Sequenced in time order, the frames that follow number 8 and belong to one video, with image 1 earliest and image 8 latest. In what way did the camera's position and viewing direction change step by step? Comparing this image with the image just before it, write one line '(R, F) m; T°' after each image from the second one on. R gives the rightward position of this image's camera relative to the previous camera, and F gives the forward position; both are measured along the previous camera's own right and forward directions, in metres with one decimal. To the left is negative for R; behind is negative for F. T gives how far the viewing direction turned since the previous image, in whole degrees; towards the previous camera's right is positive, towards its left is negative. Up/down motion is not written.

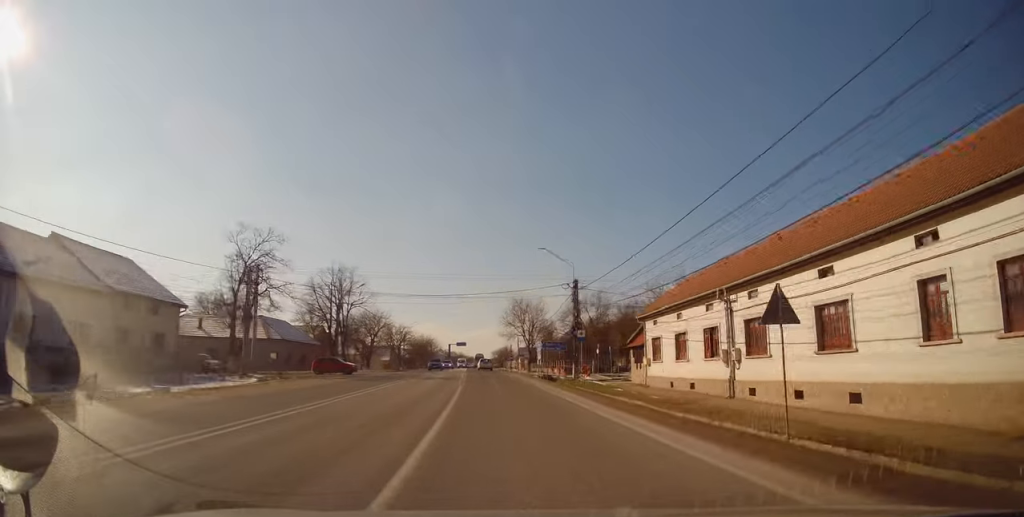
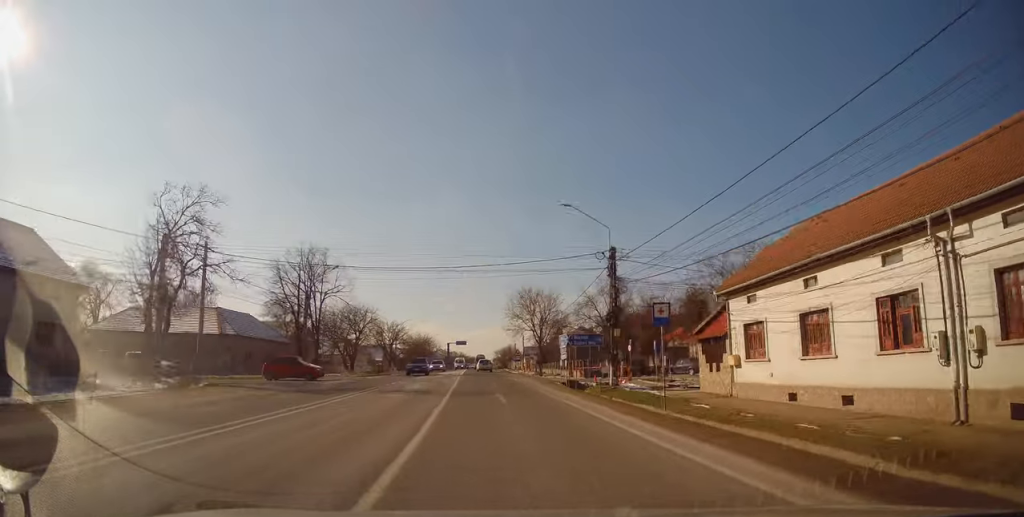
(0.0, +12.5) m; 0°
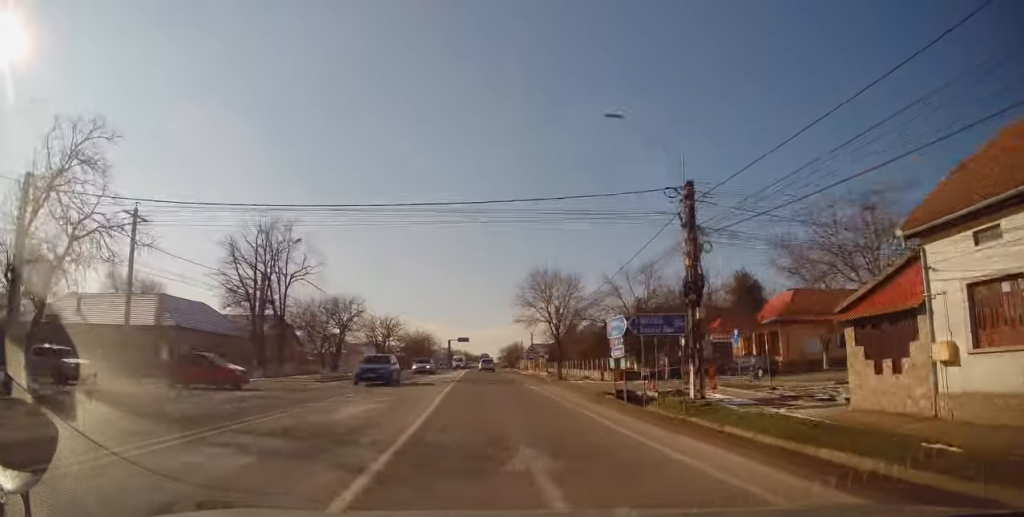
(0.0, +11.8) m; 0°
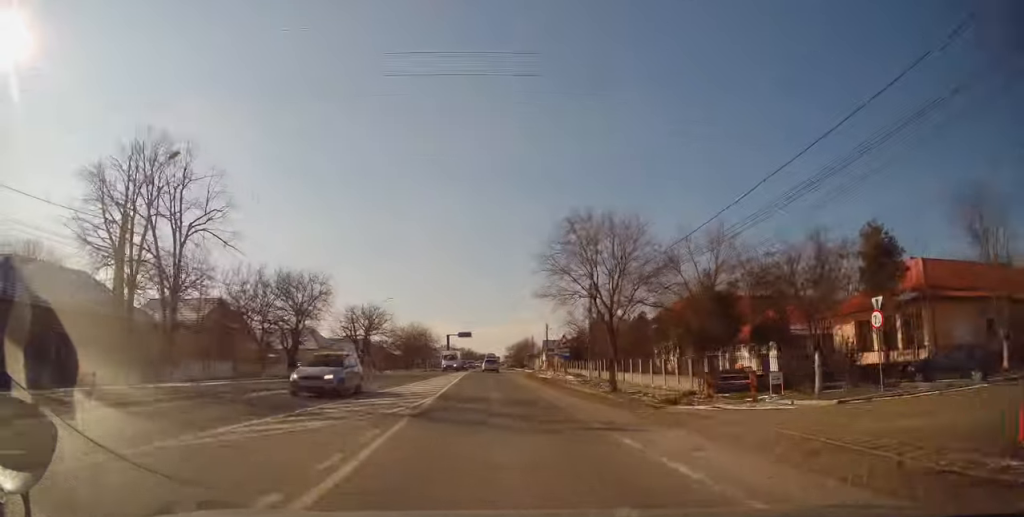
(0.0, +18.7) m; -1°
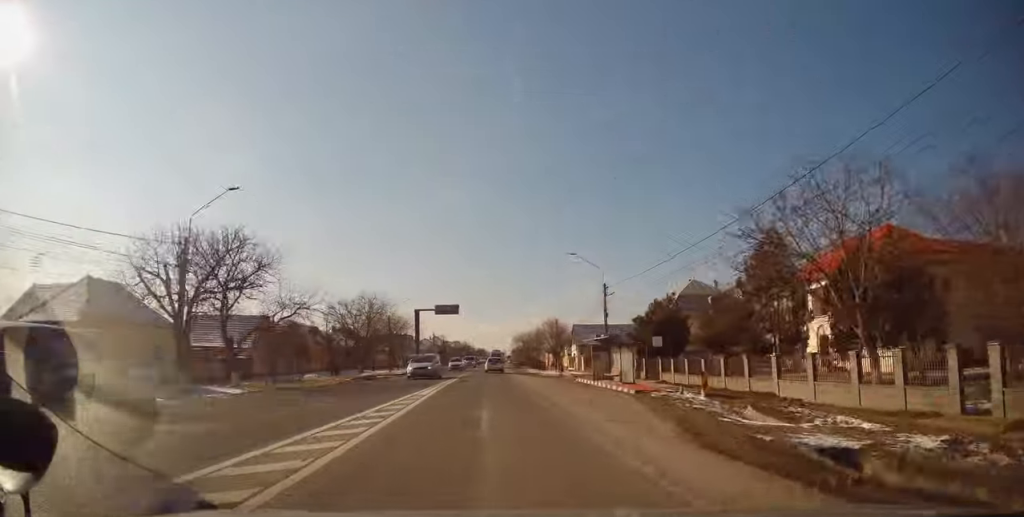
(0.0, +46.5) m; 0°
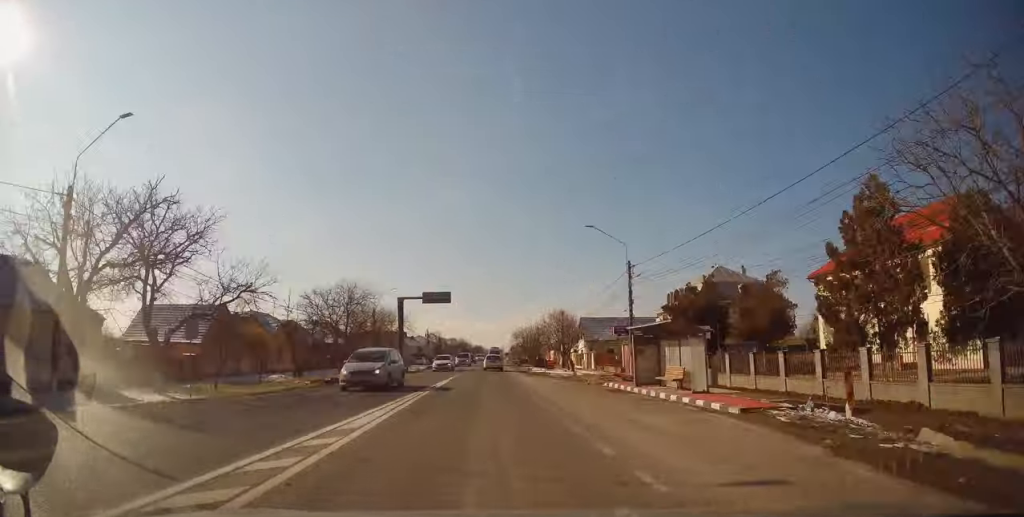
(-0.2, +9.0) m; 0°
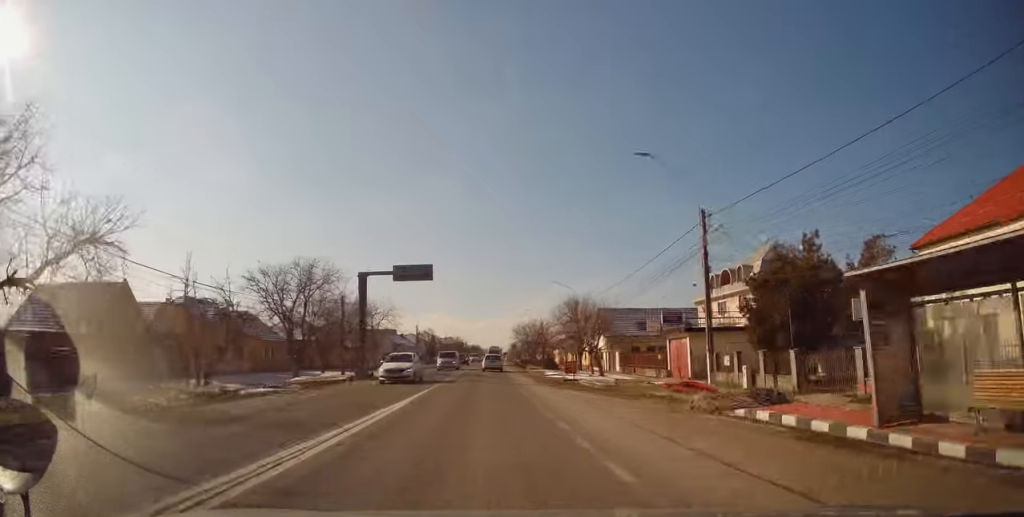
(0.0, +13.8) m; 0°
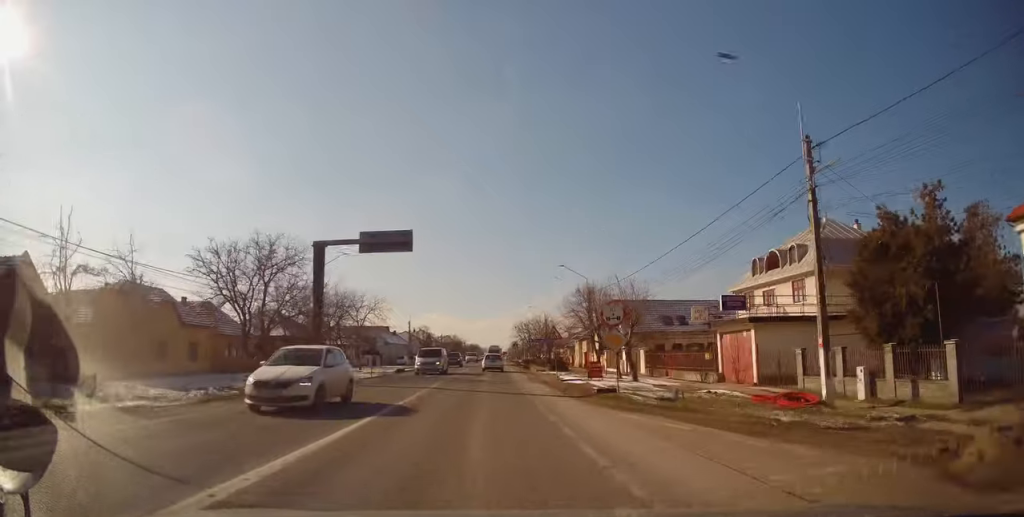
(+0.1, +8.9) m; +1°
